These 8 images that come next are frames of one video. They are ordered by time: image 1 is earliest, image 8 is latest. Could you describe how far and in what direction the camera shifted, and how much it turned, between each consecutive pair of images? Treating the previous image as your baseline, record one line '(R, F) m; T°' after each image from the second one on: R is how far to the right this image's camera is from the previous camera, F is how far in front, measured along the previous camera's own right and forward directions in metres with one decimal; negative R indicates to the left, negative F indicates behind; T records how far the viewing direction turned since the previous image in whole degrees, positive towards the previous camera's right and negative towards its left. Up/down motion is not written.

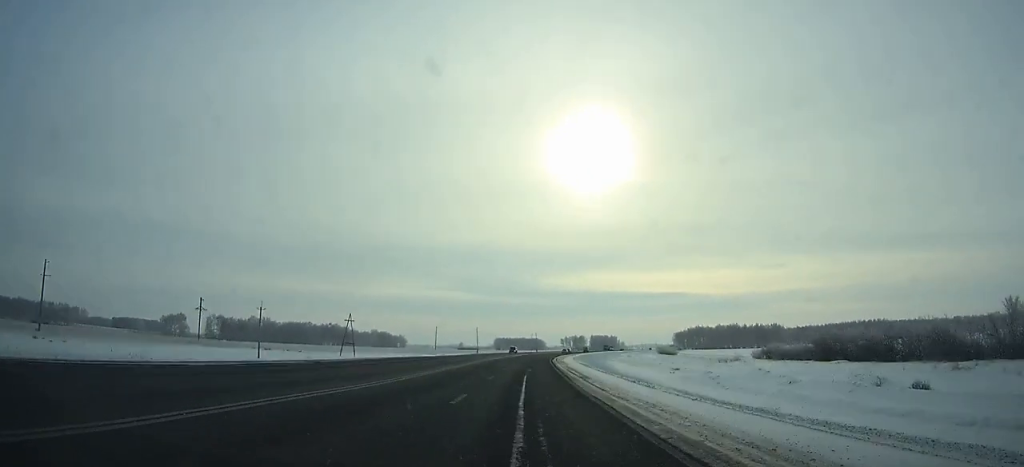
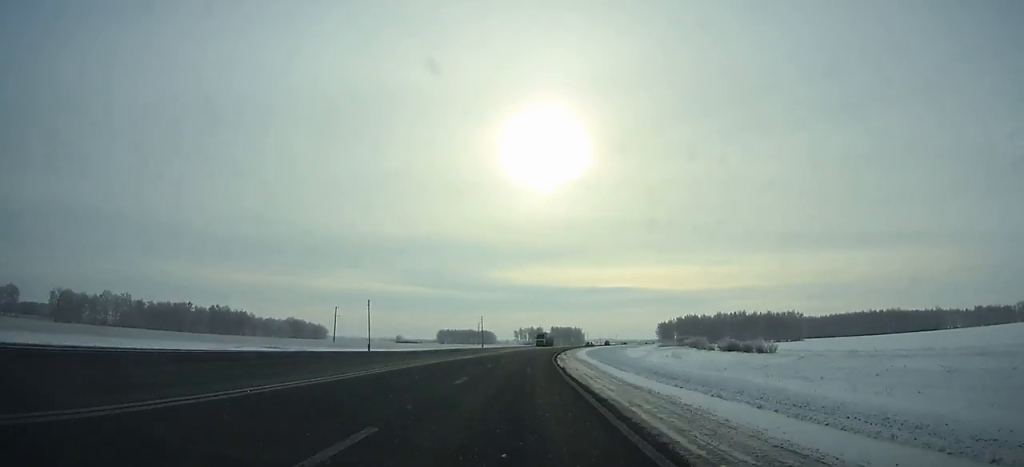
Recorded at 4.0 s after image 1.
(+3.9, +102.7) m; +5°
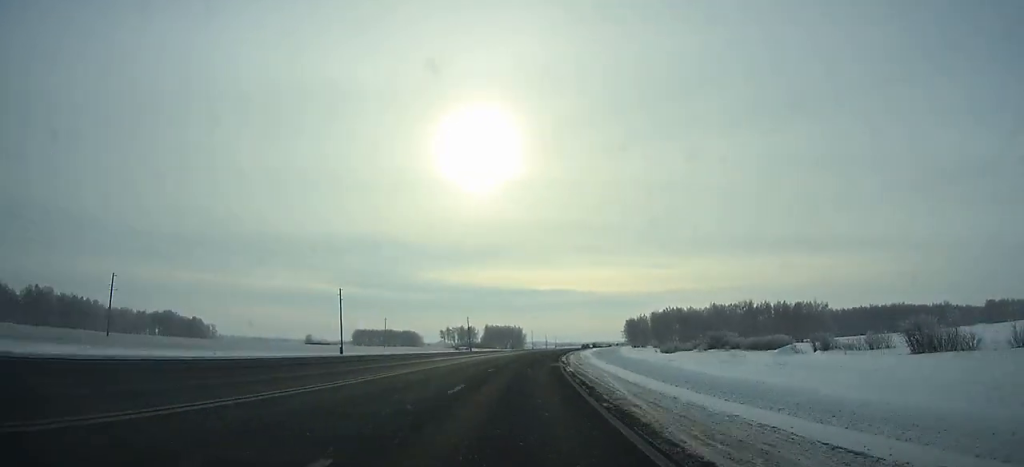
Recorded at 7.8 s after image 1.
(+5.3, +95.9) m; +6°
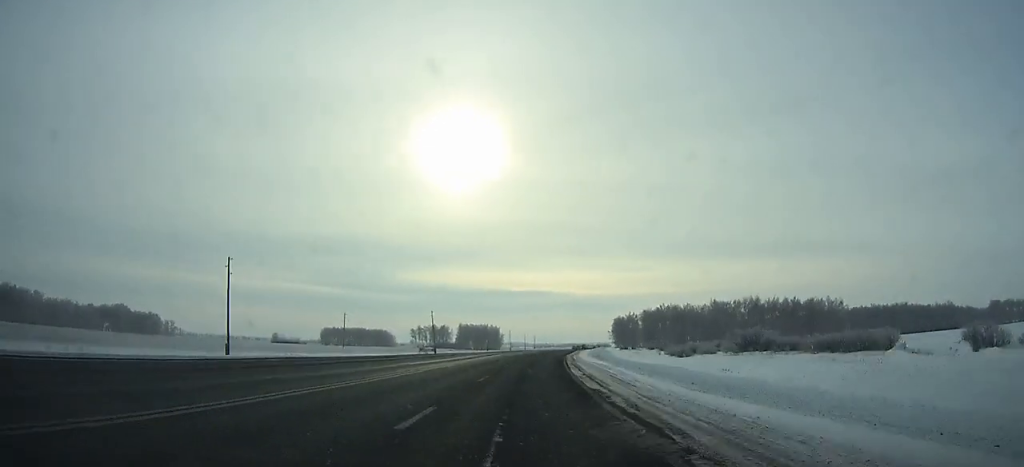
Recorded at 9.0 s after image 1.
(+0.5, +30.2) m; +2°
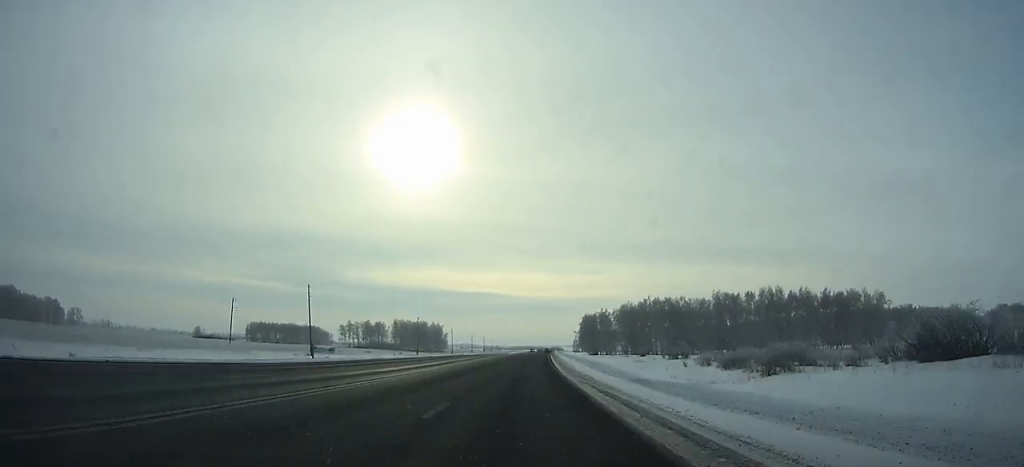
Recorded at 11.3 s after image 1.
(+1.9, +57.7) m; +3°
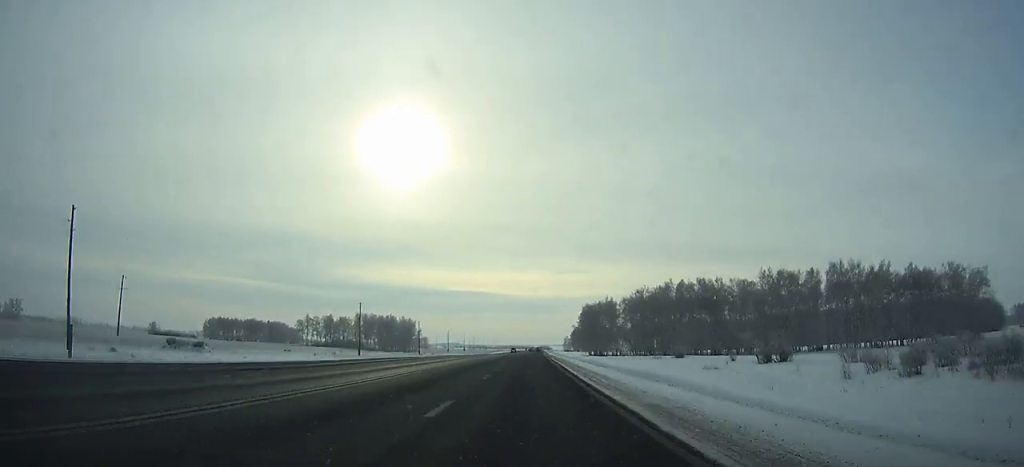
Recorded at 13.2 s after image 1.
(+0.8, +47.7) m; +2°
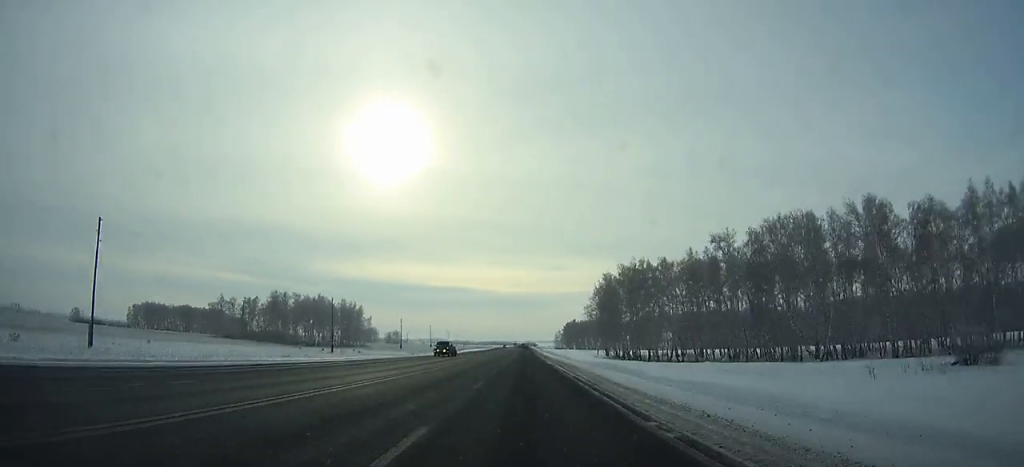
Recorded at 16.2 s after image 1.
(+1.2, +75.6) m; +1°
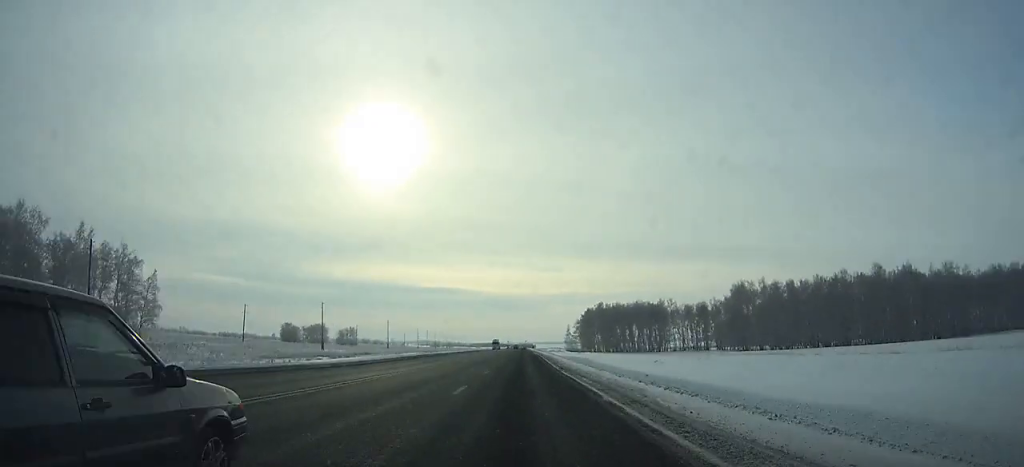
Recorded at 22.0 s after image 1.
(+0.3, +147.0) m; 0°
